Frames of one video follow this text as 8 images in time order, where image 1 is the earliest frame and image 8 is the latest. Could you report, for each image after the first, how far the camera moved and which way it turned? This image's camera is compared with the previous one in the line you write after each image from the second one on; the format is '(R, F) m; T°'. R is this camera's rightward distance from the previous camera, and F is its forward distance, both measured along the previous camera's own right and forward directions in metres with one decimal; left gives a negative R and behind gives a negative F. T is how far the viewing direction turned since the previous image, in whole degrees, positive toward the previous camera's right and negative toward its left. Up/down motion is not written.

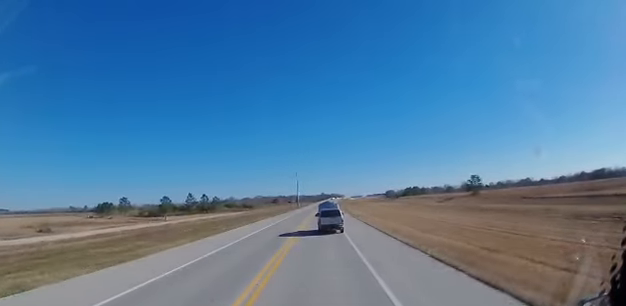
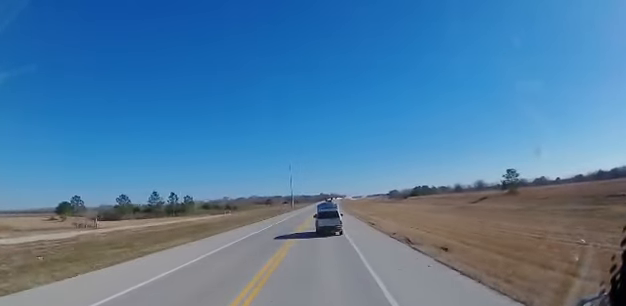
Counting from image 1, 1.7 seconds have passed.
(+0.4, +31.6) m; +2°
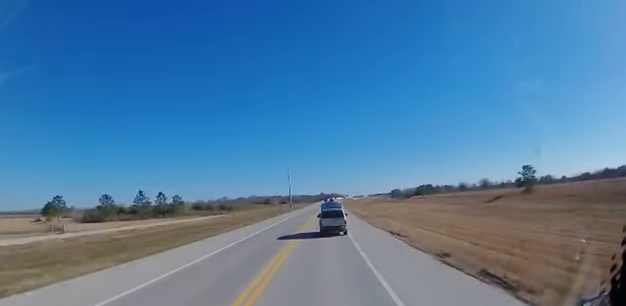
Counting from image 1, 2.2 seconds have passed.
(+0.1, +10.2) m; 0°
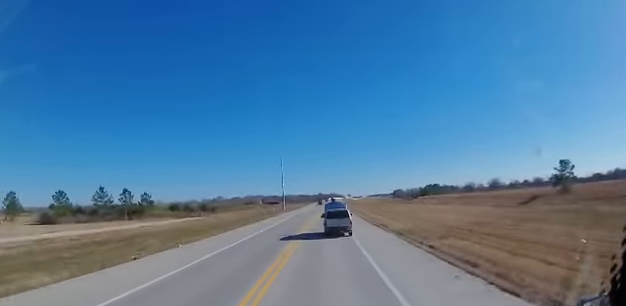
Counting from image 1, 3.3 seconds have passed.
(0.0, +20.5) m; 0°
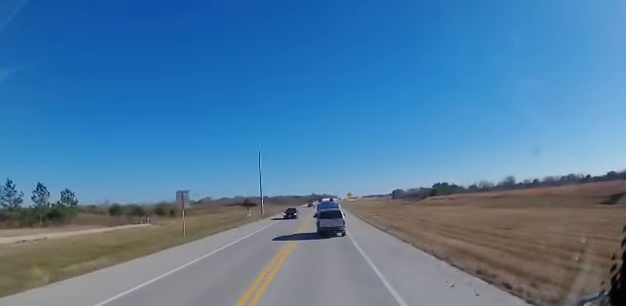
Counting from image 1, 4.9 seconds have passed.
(0.0, +30.9) m; +1°
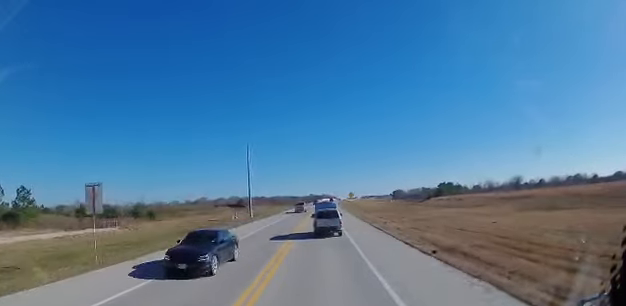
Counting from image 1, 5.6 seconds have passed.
(+0.2, +12.5) m; +2°
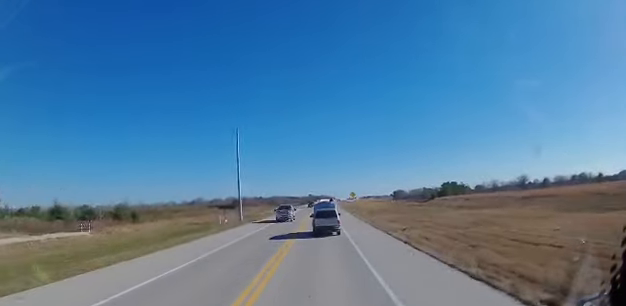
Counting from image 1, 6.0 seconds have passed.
(-0.1, +8.7) m; +2°
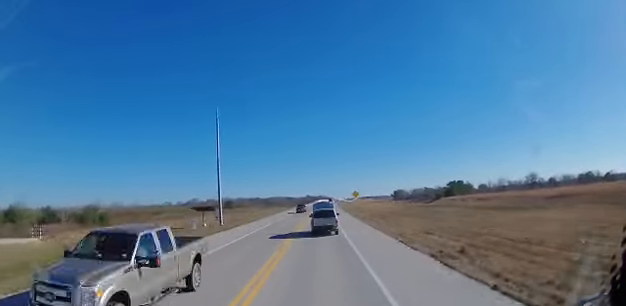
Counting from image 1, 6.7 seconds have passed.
(+0.5, +12.0) m; +2°
